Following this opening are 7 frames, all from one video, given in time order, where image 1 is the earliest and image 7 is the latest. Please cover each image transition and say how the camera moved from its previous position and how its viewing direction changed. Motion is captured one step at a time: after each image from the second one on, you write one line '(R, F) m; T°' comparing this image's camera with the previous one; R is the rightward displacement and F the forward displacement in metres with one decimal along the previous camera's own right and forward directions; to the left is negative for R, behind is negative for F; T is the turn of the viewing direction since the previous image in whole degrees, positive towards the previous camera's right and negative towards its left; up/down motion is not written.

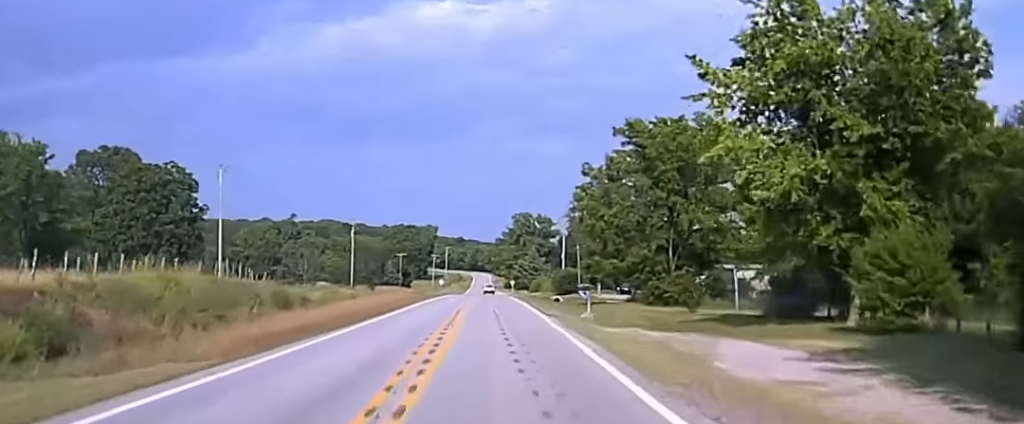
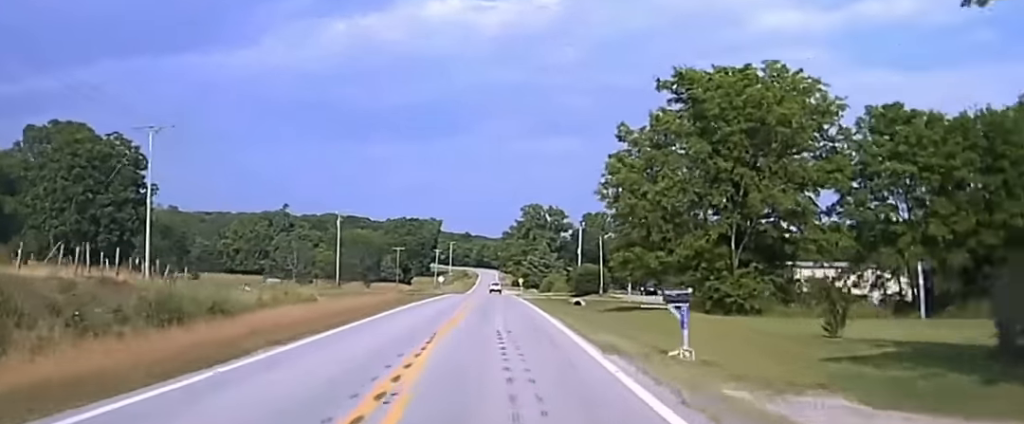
(-0.2, +20.0) m; -1°
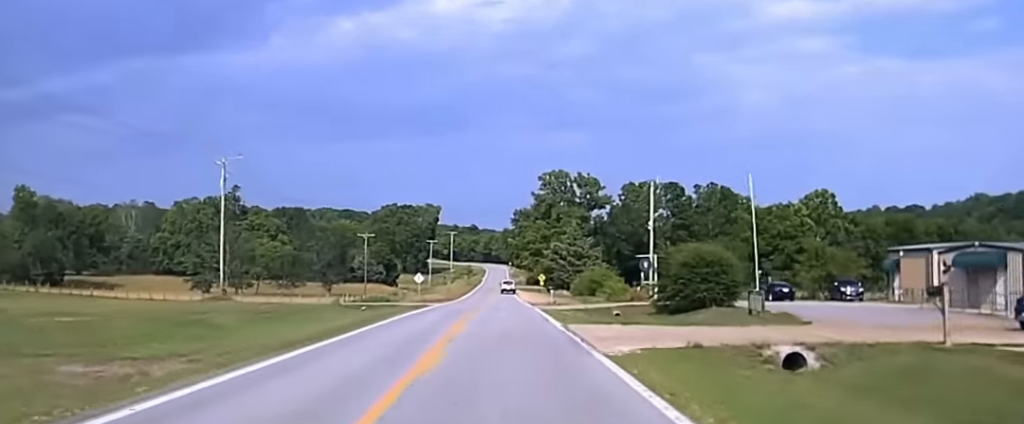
(-0.5, +63.4) m; -1°
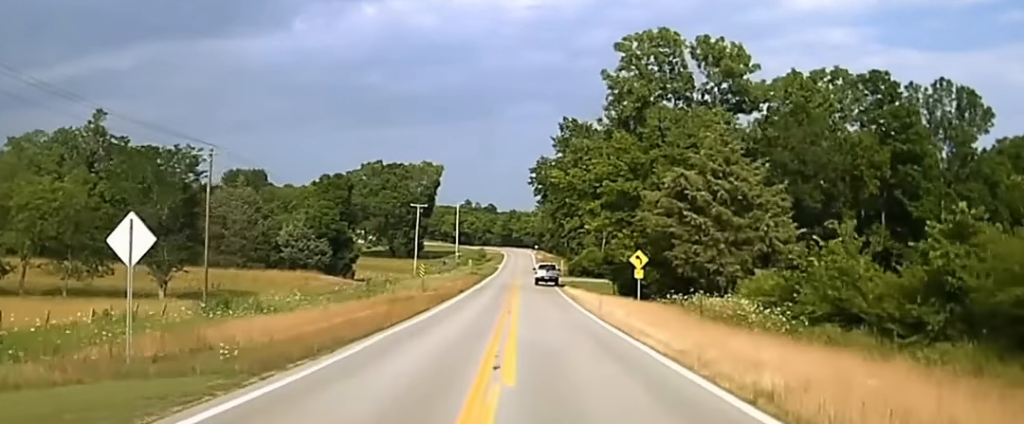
(-1.1, +93.6) m; -1°
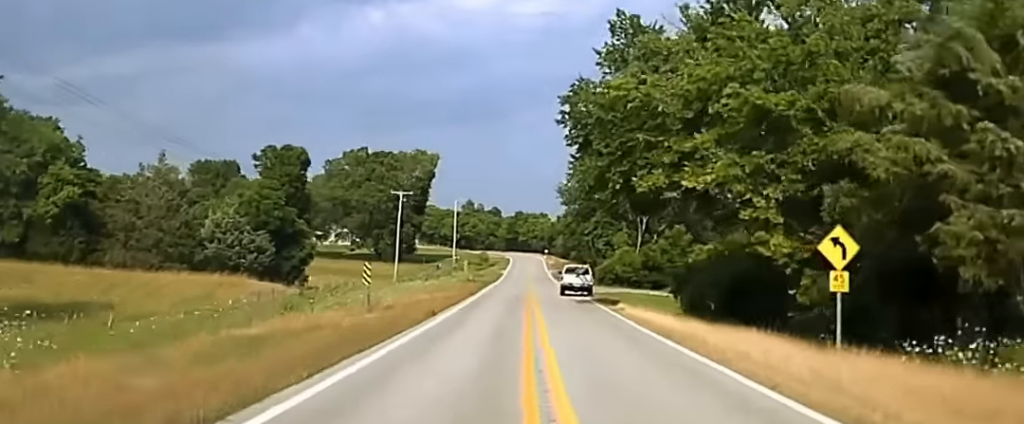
(-0.2, +38.3) m; 0°
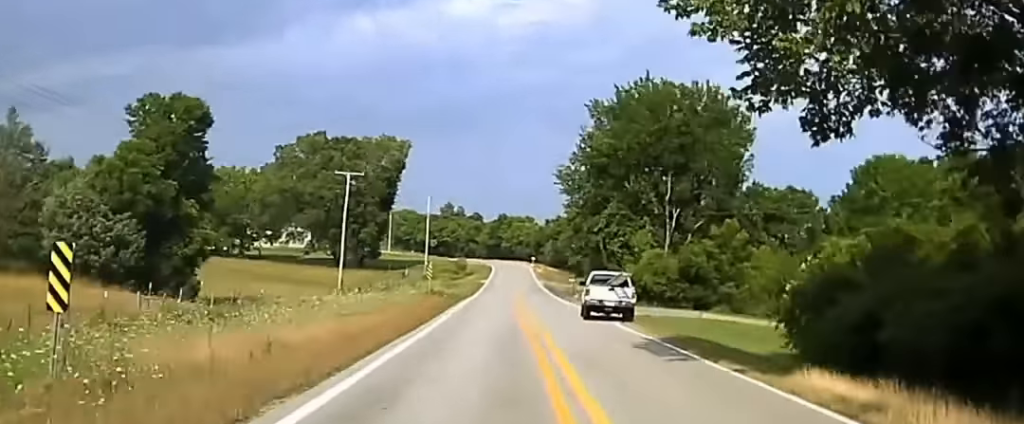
(+0.1, +29.1) m; +1°
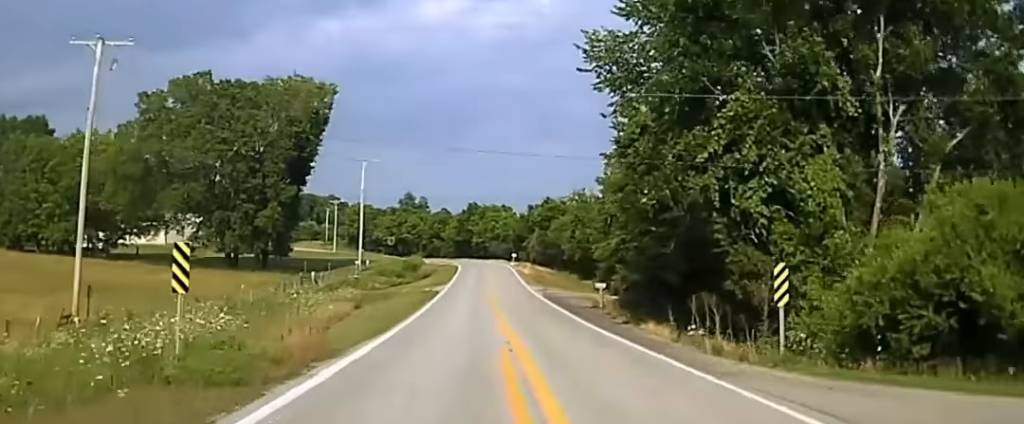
(+0.7, +46.3) m; +2°
